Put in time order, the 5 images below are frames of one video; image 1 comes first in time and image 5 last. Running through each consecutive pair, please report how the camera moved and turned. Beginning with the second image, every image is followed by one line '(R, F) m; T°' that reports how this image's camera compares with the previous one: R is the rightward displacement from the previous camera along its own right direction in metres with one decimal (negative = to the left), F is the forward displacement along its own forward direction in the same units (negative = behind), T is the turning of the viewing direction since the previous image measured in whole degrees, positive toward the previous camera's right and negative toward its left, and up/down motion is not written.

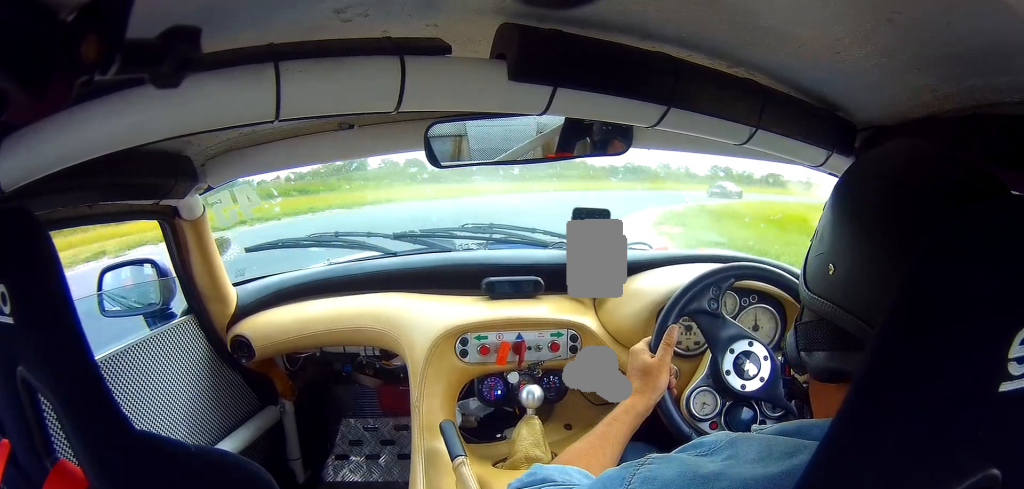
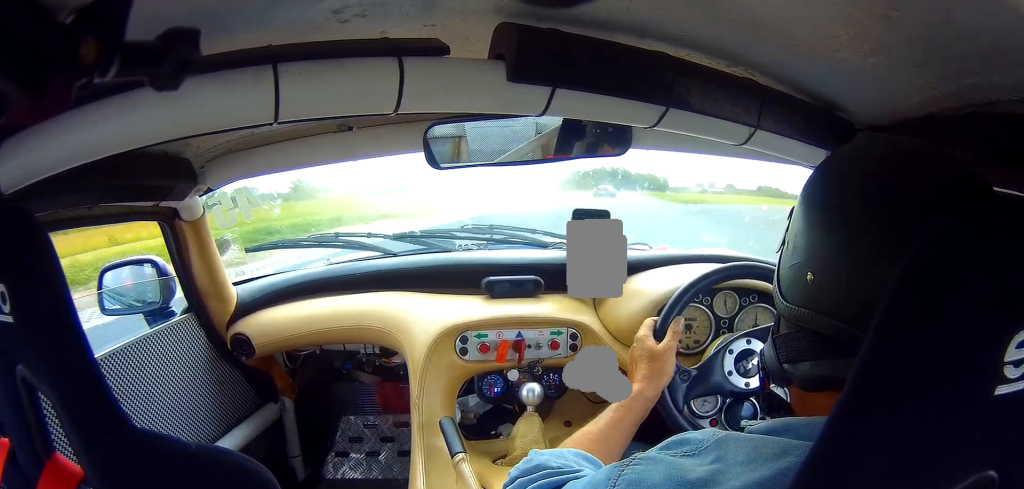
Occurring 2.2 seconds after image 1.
(+19.9, +54.9) m; +39°
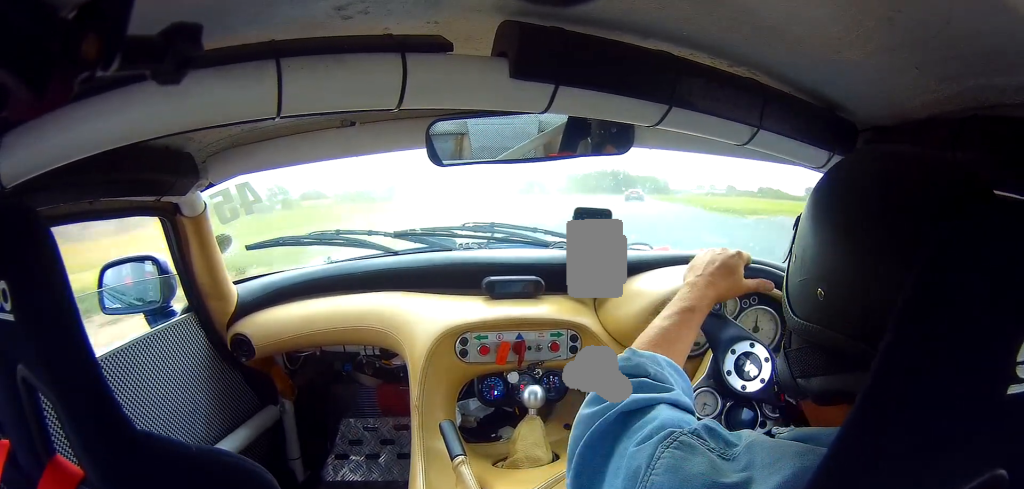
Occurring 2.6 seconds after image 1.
(+0.8, +12.0) m; +5°
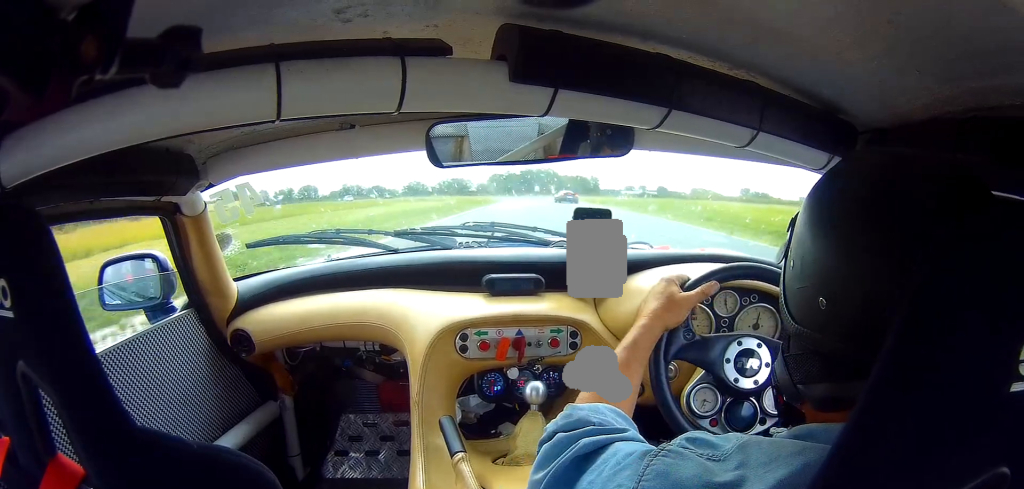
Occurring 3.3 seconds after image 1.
(+1.7, +19.8) m; +5°
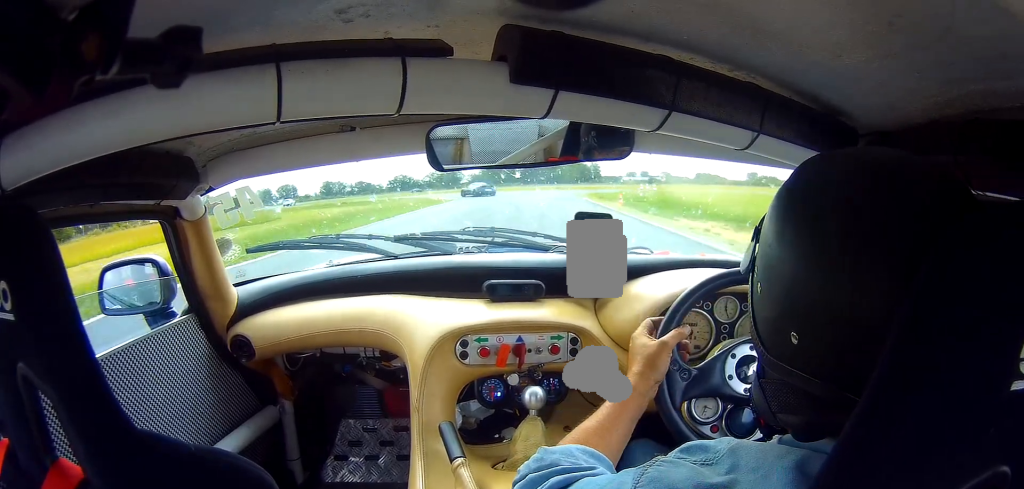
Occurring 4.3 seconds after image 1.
(+0.4, +28.1) m; -4°
